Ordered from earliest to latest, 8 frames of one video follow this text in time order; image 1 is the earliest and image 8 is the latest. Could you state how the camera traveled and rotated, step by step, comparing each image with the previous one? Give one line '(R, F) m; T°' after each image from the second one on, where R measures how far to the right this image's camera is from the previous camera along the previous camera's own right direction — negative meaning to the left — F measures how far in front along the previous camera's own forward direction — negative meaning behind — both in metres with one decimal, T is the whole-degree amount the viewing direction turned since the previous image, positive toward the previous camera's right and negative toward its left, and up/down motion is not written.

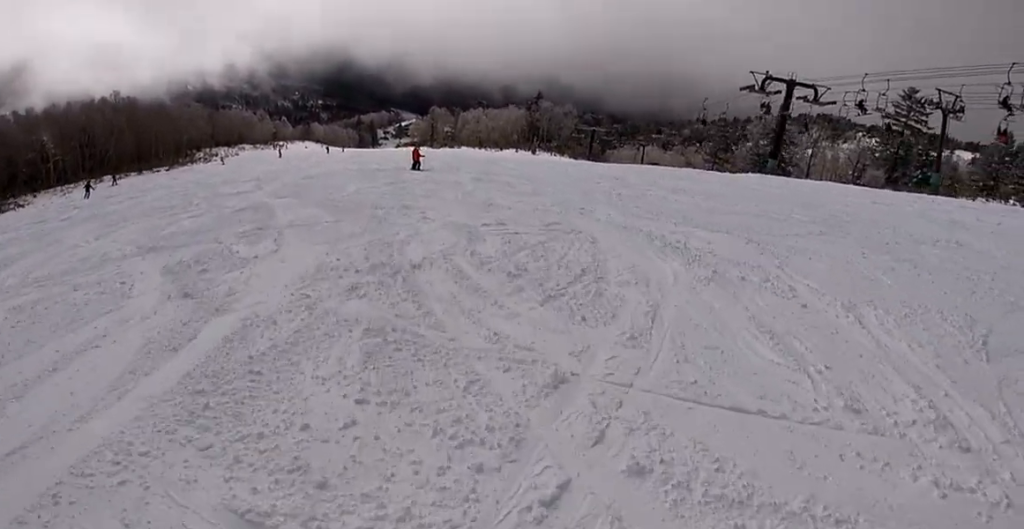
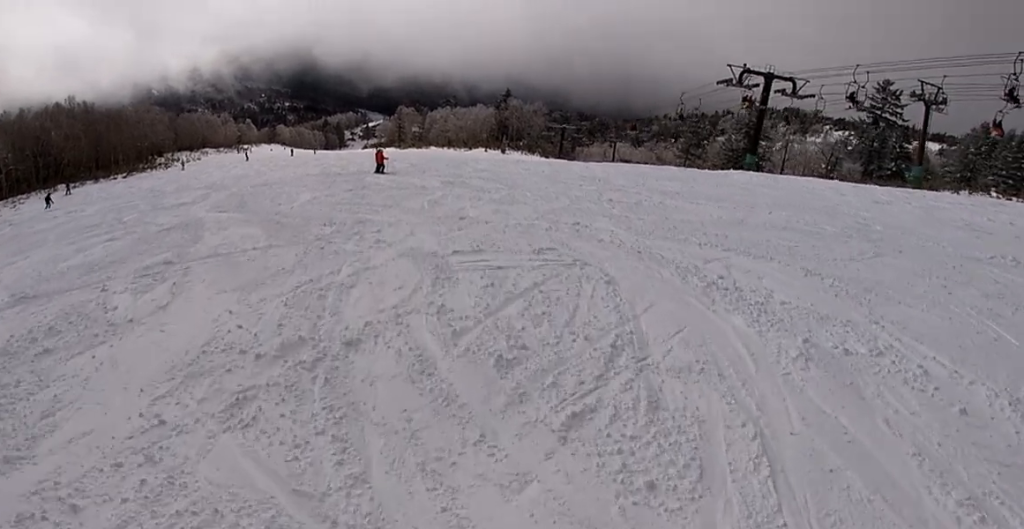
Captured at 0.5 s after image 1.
(+0.2, +2.4) m; -1°
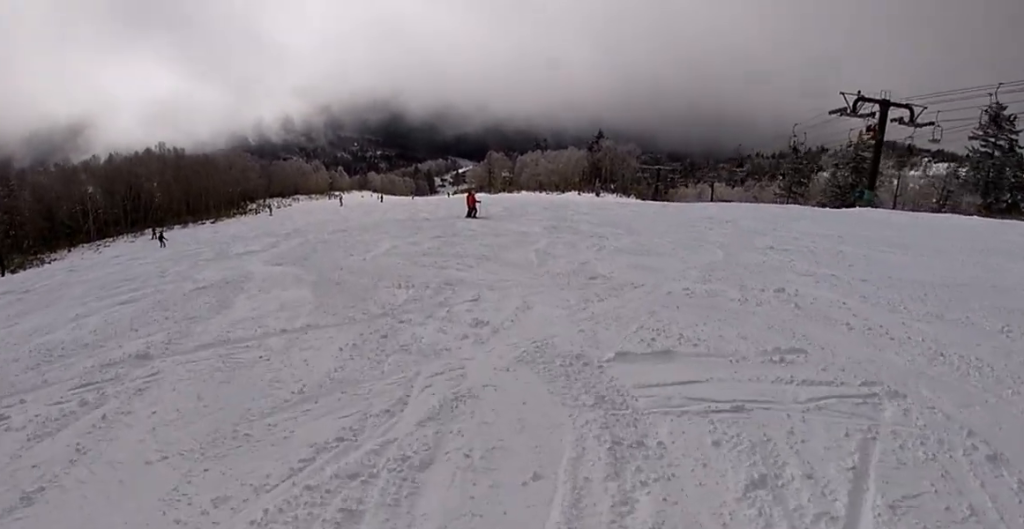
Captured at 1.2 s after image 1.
(+1.0, +3.0) m; -8°
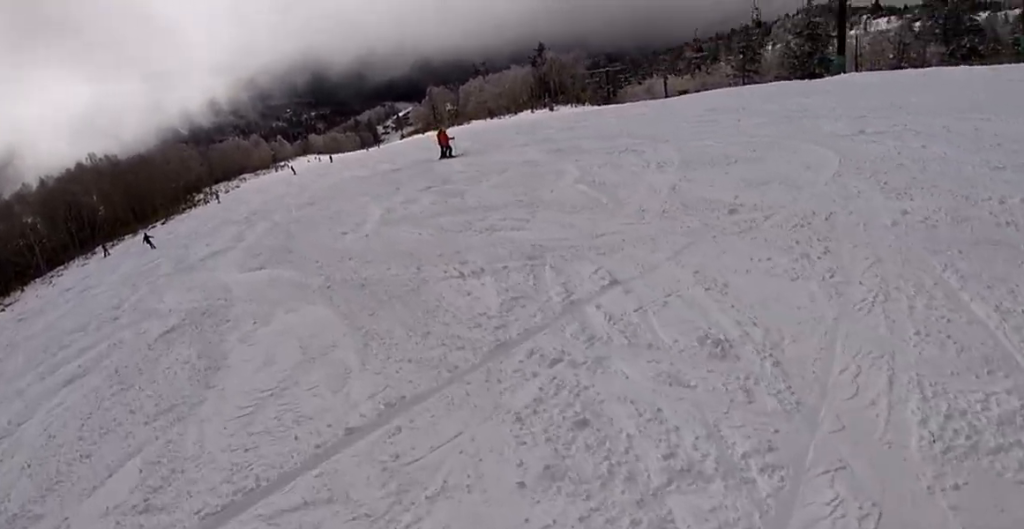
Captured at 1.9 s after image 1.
(-1.3, +3.1) m; 0°
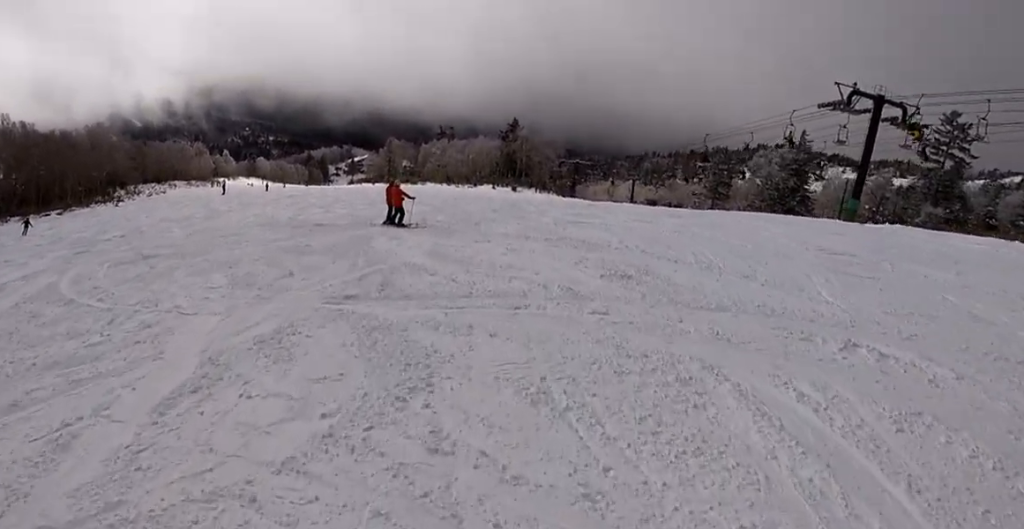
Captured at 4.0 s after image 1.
(+1.3, +10.1) m; +1°
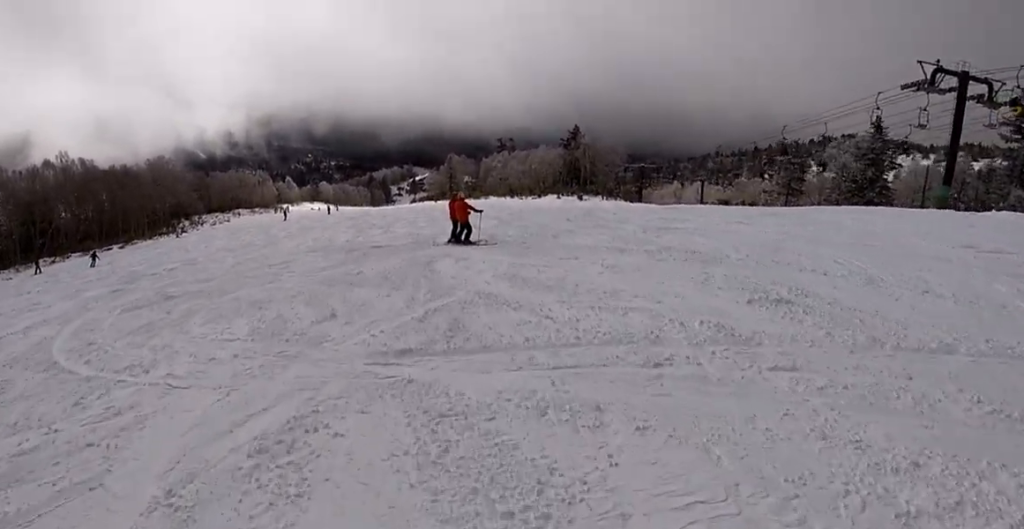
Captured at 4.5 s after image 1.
(-0.1, +2.3) m; -3°
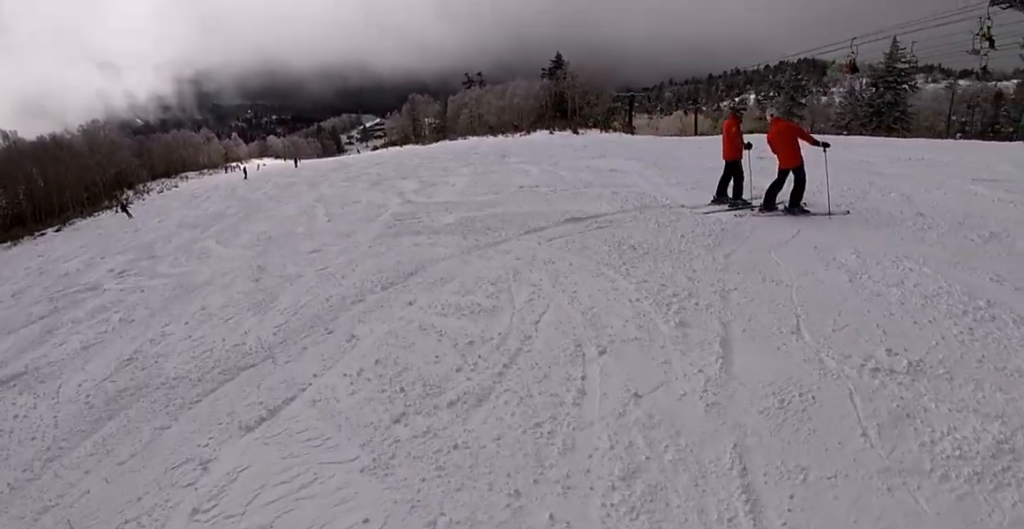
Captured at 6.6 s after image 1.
(0.0, +10.3) m; +1°
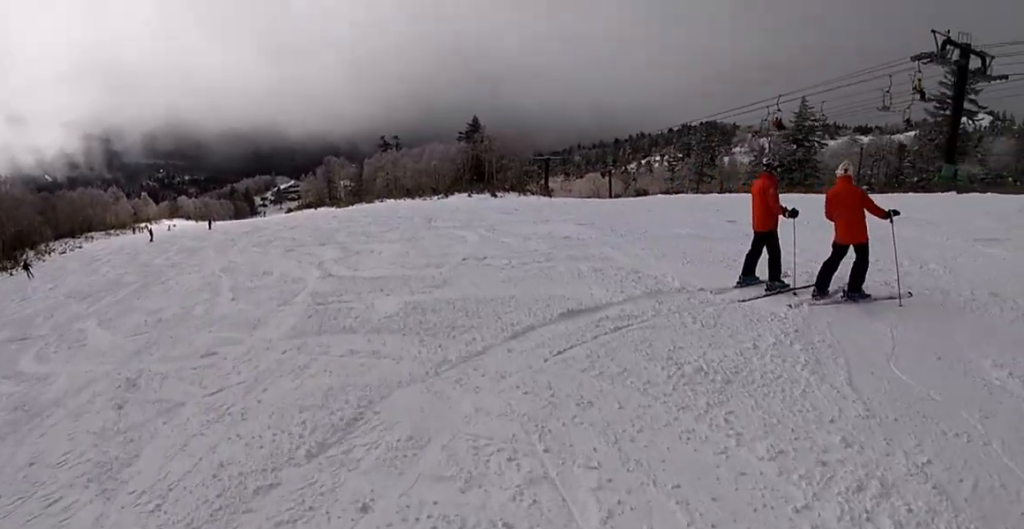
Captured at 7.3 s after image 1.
(0.0, +3.2) m; +4°
